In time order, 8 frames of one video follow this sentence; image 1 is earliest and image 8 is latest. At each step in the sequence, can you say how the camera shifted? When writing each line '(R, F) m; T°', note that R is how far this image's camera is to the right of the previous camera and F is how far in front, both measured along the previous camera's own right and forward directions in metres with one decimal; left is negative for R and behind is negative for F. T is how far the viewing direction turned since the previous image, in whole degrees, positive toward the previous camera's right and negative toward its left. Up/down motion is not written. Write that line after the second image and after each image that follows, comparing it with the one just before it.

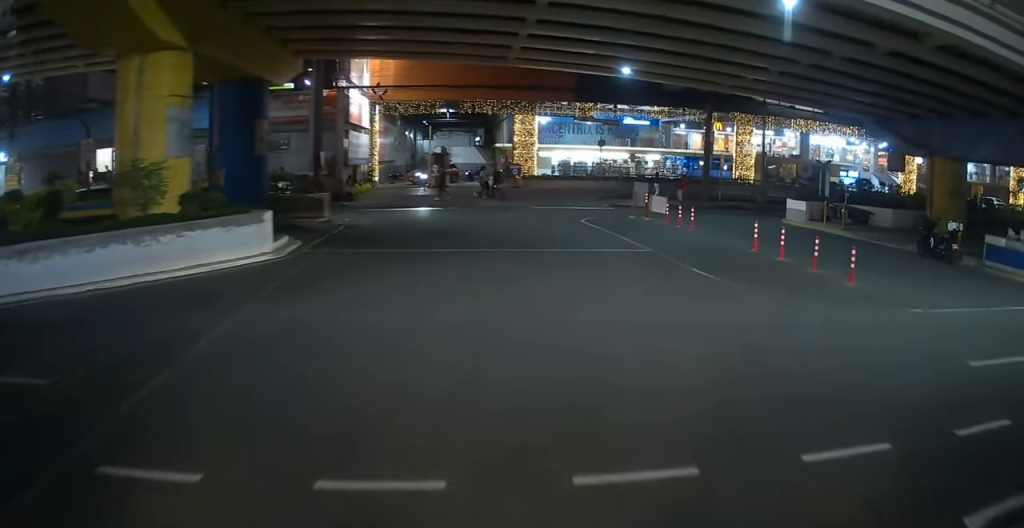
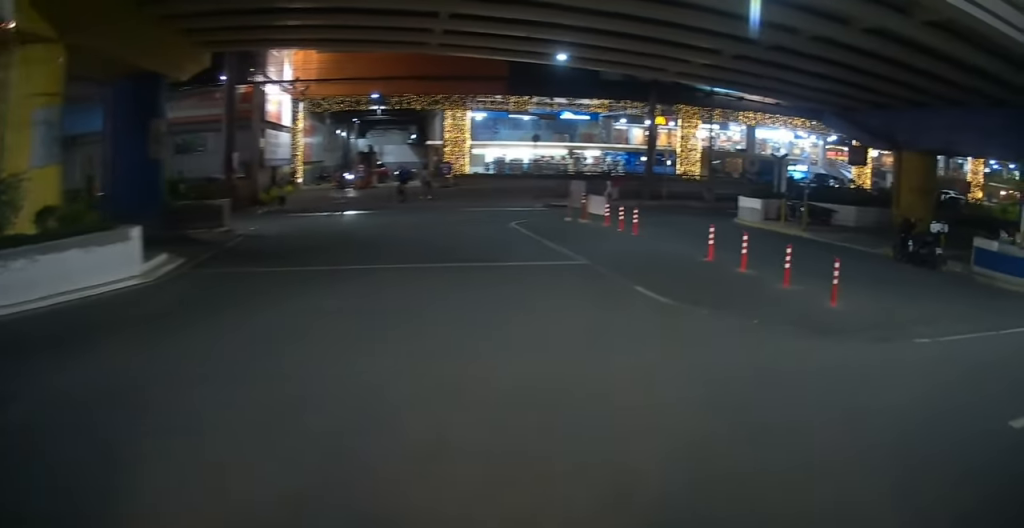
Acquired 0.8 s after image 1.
(0.0, +3.9) m; +3°
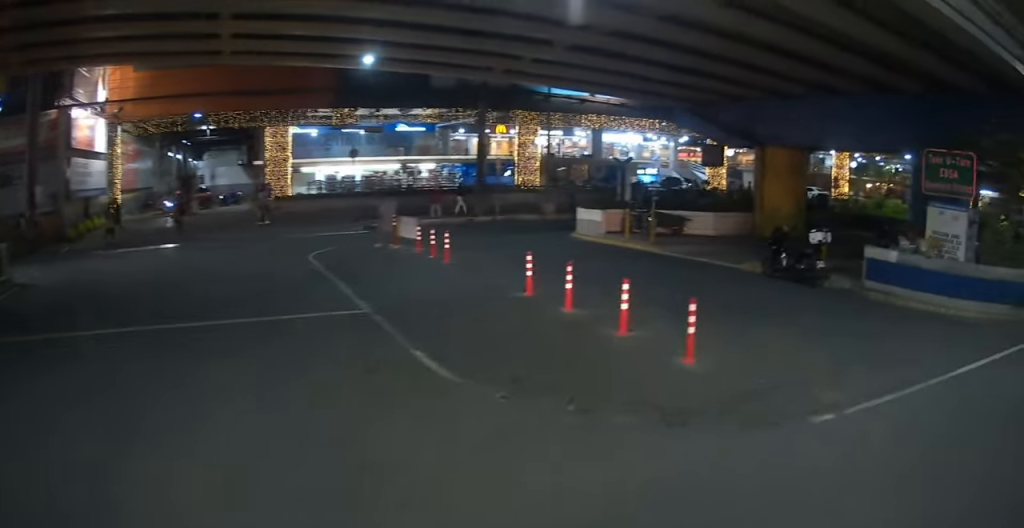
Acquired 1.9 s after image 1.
(+0.3, +4.8) m; +13°
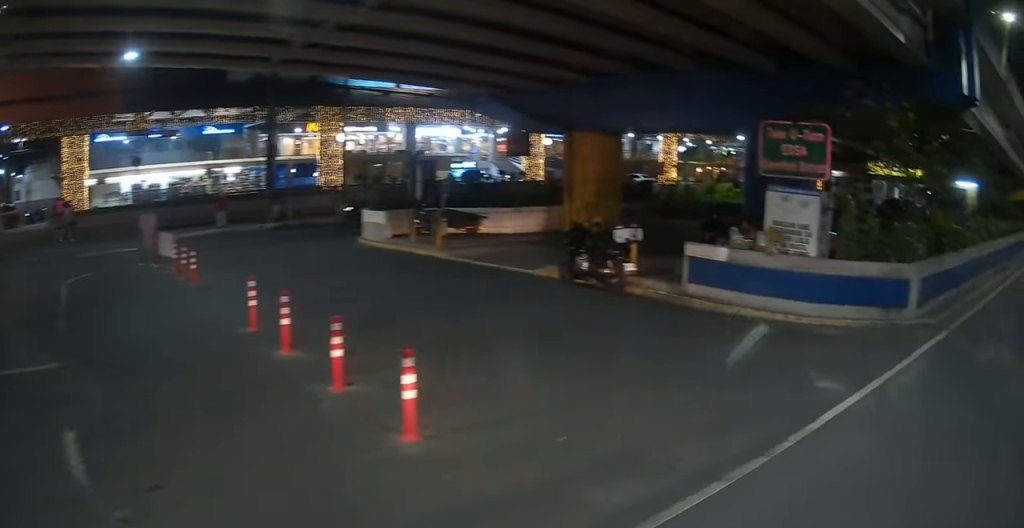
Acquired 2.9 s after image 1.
(+0.6, +4.2) m; +15°
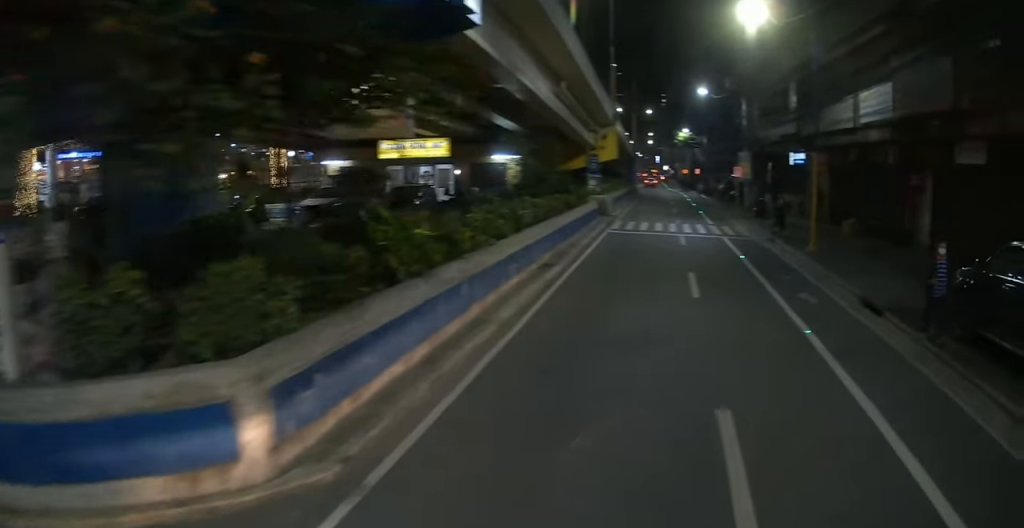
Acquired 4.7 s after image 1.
(+2.1, +8.7) m; +24°
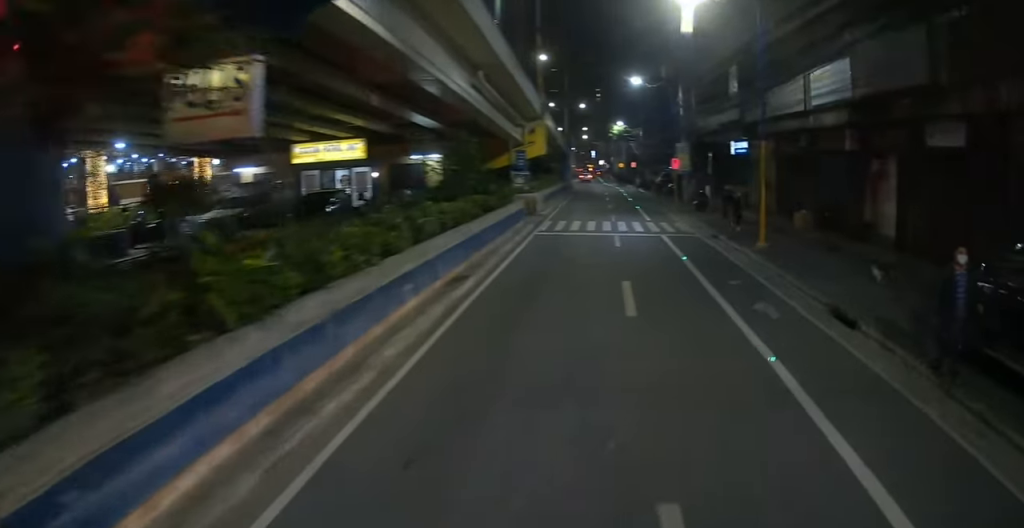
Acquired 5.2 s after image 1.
(+0.1, +2.4) m; +4°
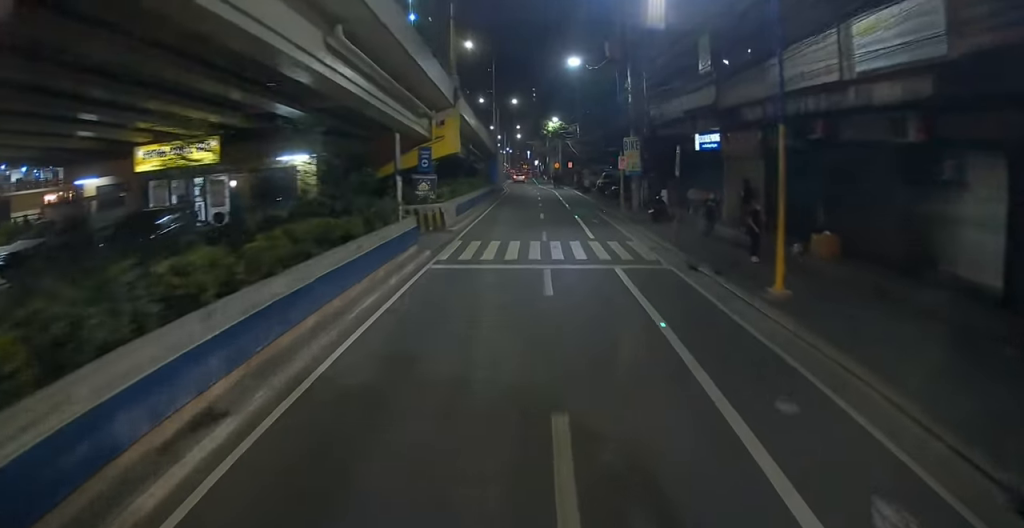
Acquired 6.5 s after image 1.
(+0.8, +7.7) m; +12°
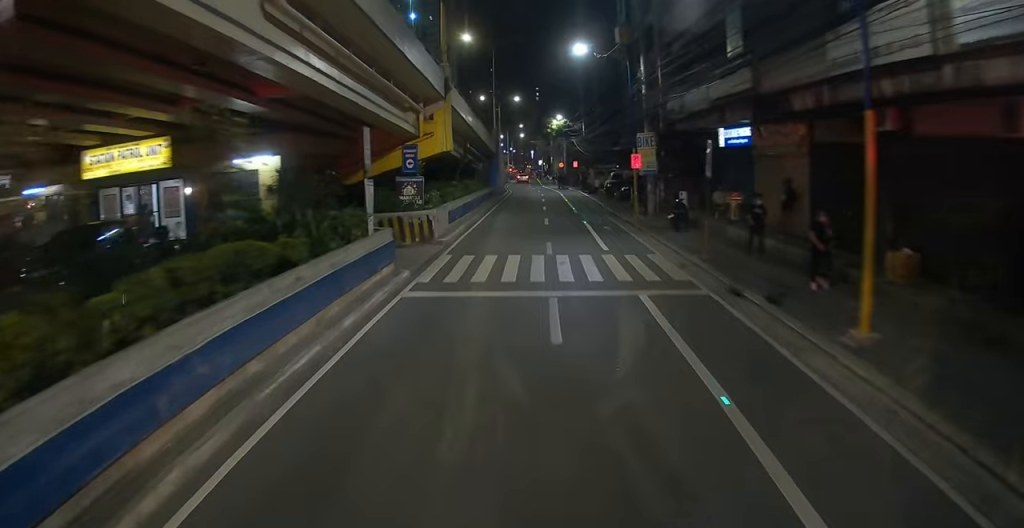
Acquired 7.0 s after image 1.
(+0.2, +3.6) m; +3°
